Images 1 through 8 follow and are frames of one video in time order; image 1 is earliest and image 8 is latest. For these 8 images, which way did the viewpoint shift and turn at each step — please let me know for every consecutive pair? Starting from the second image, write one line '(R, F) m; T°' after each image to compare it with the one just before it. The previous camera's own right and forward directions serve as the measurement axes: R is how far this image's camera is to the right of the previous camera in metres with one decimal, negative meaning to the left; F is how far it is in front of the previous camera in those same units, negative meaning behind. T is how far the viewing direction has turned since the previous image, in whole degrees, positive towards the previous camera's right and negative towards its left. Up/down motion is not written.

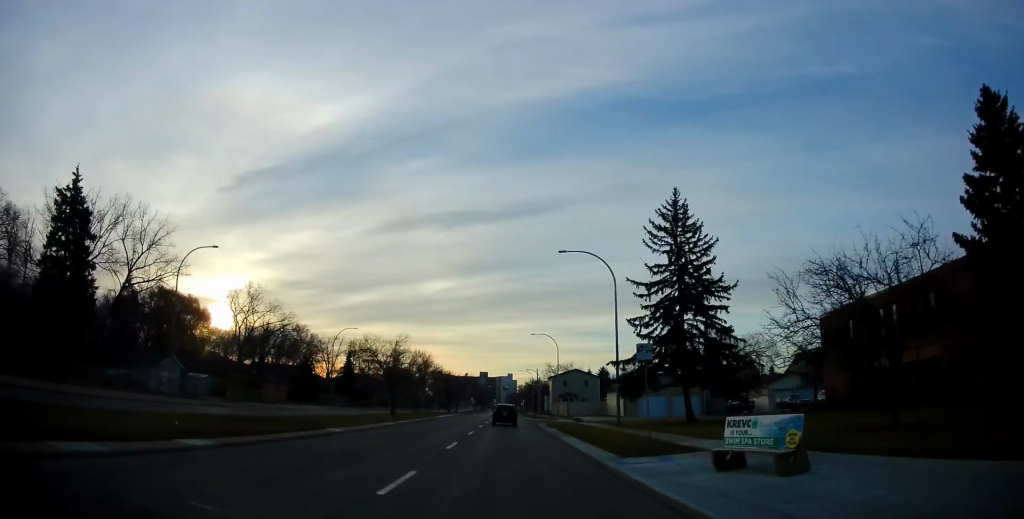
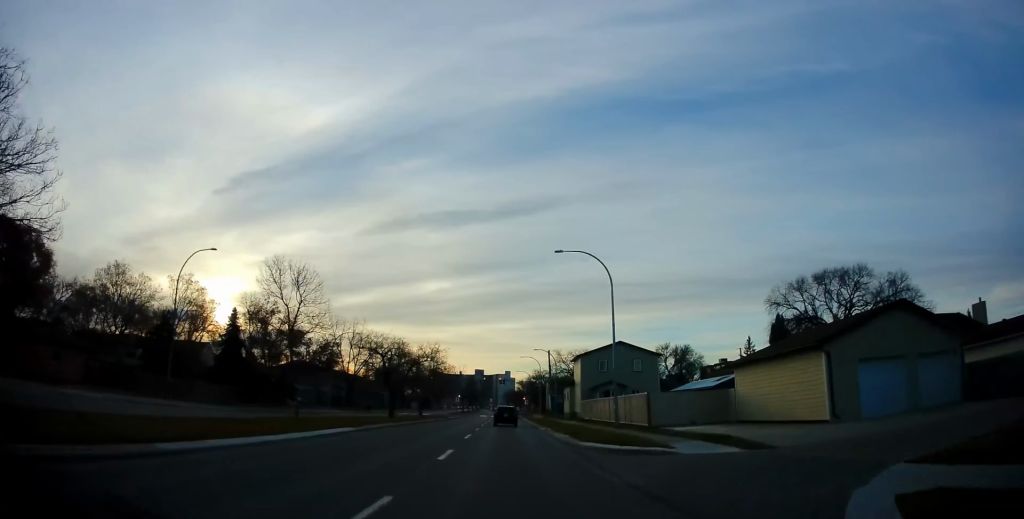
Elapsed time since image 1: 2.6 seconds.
(+0.7, +40.2) m; 0°
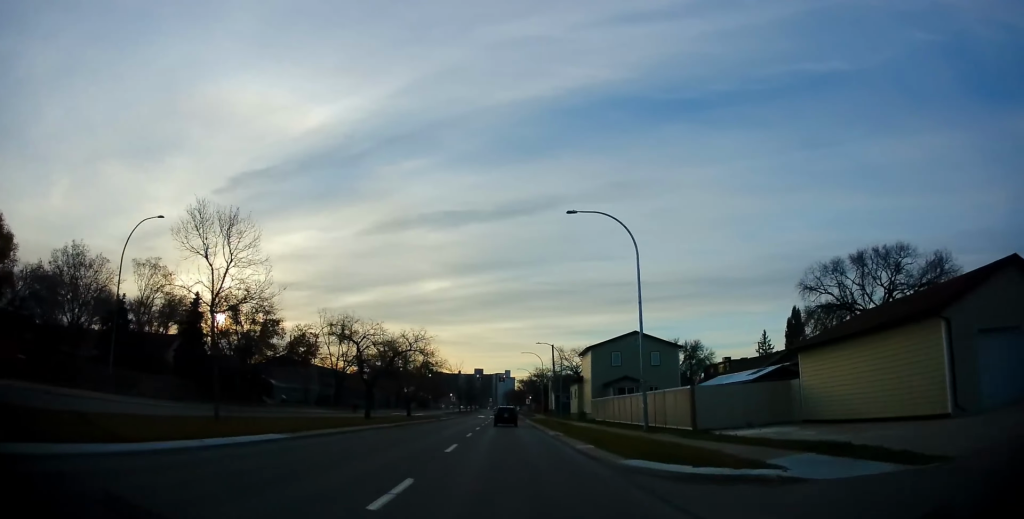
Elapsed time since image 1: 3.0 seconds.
(0.0, +7.3) m; 0°
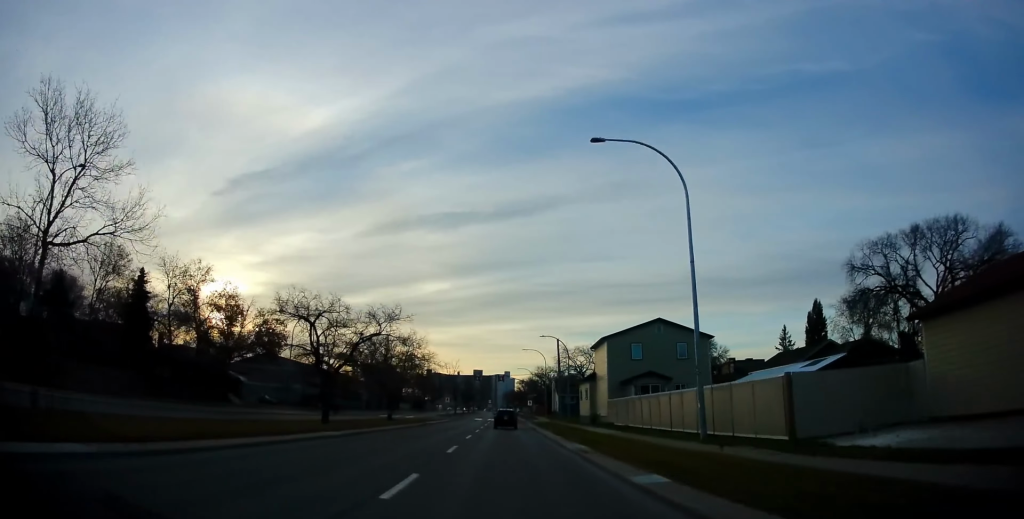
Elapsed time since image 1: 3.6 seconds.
(0.0, +8.3) m; 0°
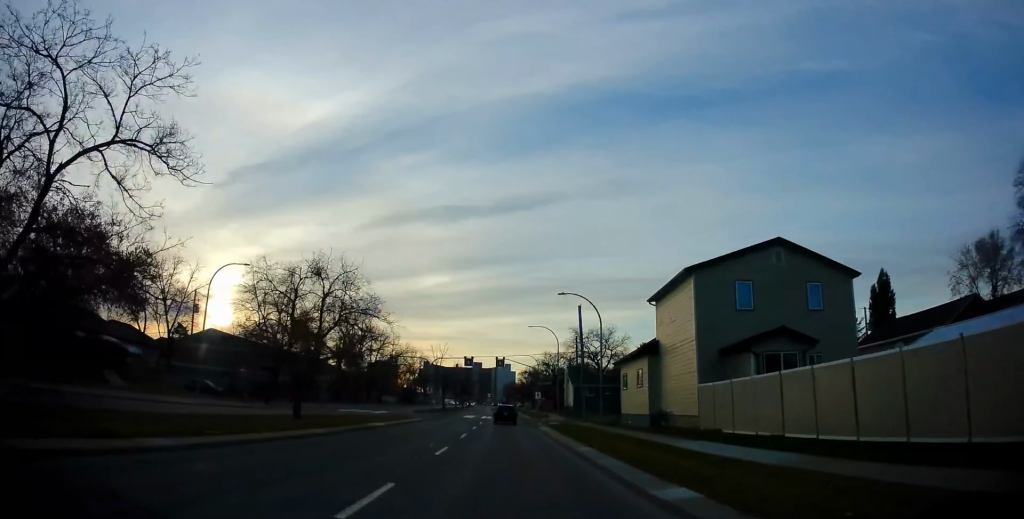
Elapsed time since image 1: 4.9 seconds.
(0.0, +20.0) m; 0°
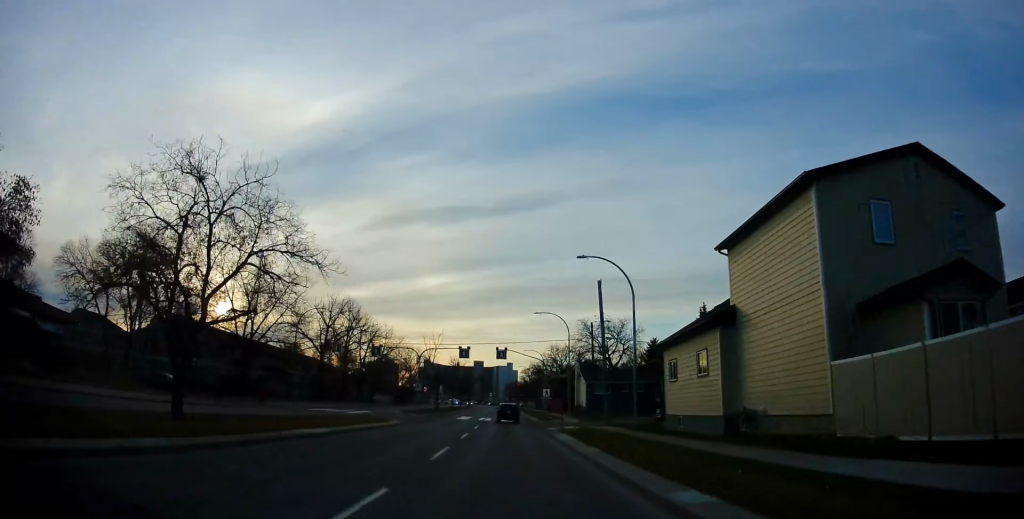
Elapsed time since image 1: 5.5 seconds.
(0.0, +9.7) m; 0°
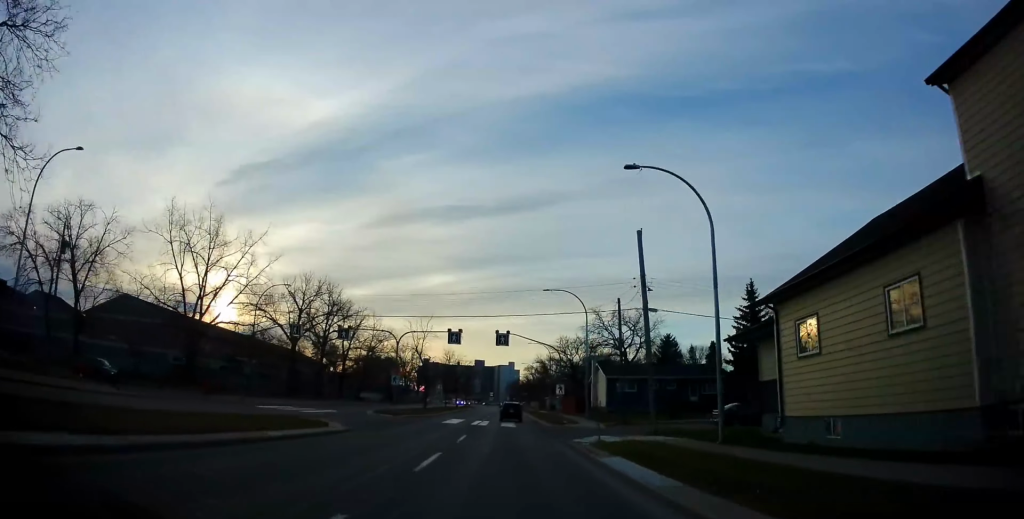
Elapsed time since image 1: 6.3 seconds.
(0.0, +11.7) m; 0°
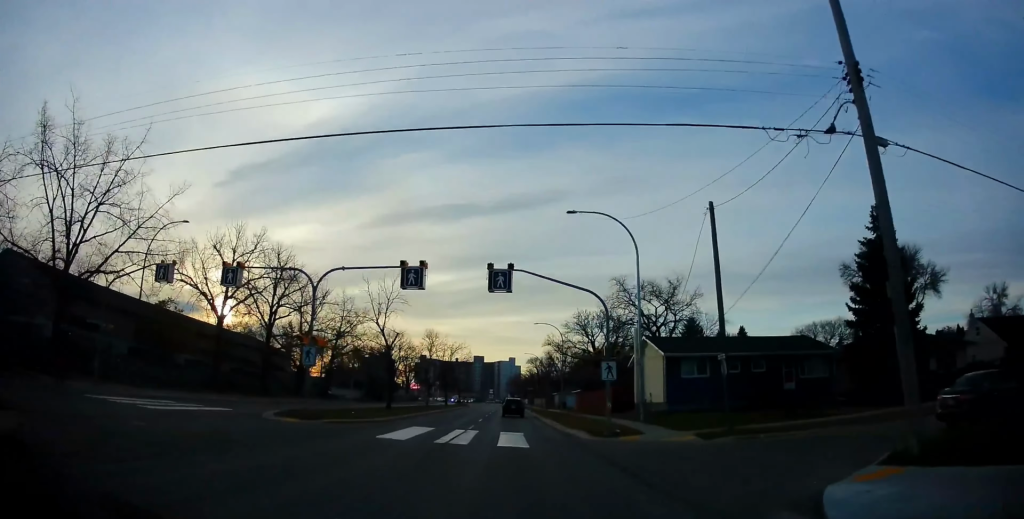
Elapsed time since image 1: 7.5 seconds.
(+0.1, +18.6) m; +1°
